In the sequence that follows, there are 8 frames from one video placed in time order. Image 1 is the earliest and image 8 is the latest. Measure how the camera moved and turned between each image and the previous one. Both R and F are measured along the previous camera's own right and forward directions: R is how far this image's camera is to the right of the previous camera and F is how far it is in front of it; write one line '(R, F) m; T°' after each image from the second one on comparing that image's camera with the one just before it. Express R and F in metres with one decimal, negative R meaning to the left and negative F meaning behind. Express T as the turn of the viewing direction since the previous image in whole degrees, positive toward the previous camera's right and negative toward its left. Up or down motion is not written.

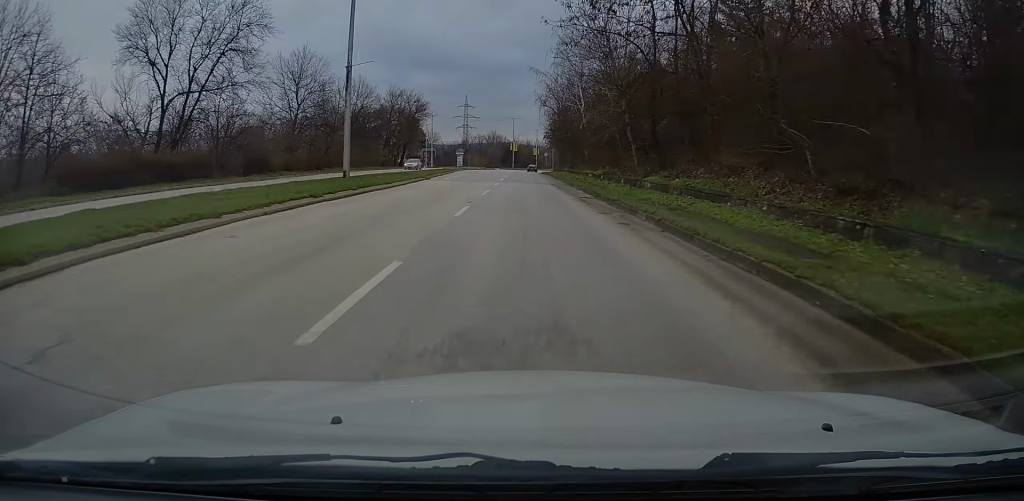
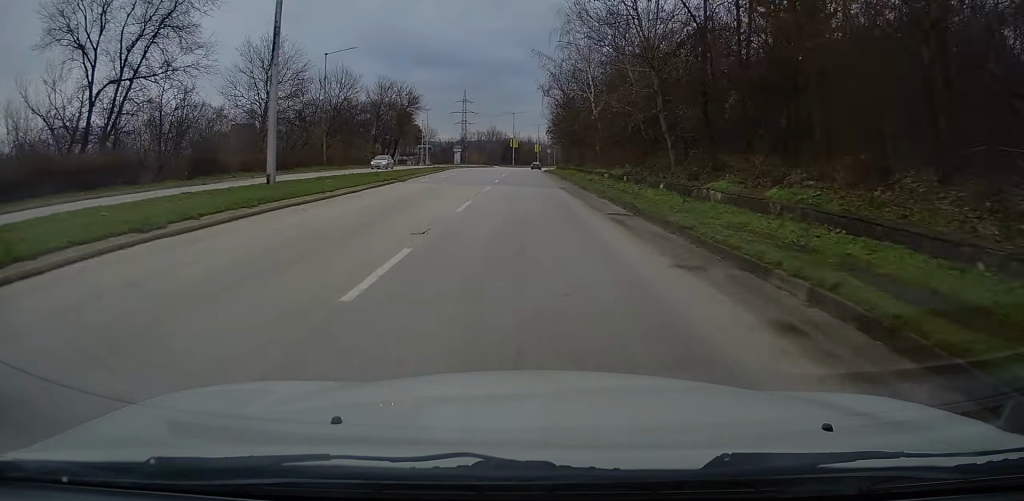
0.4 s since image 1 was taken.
(+0.1, +8.6) m; 0°
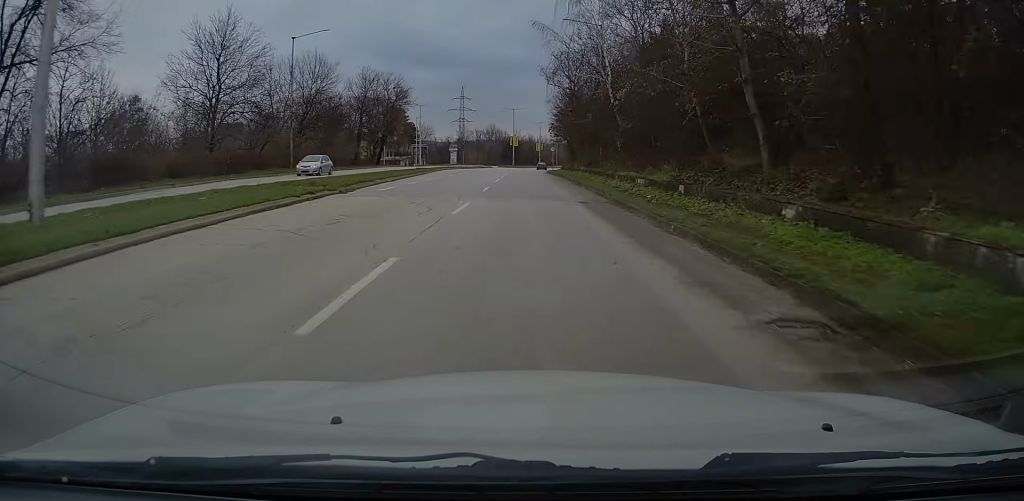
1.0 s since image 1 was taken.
(-0.2, +10.5) m; -1°
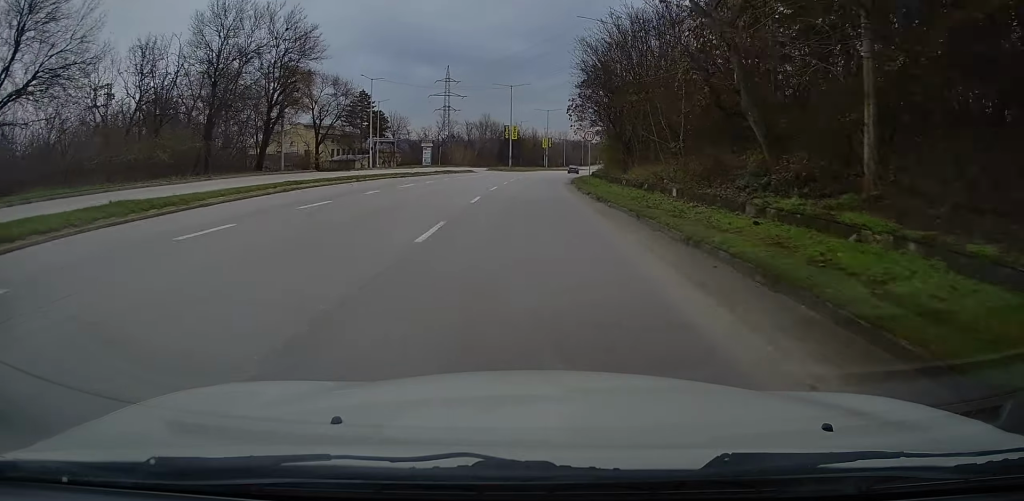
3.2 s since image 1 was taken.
(-0.6, +44.3) m; 0°
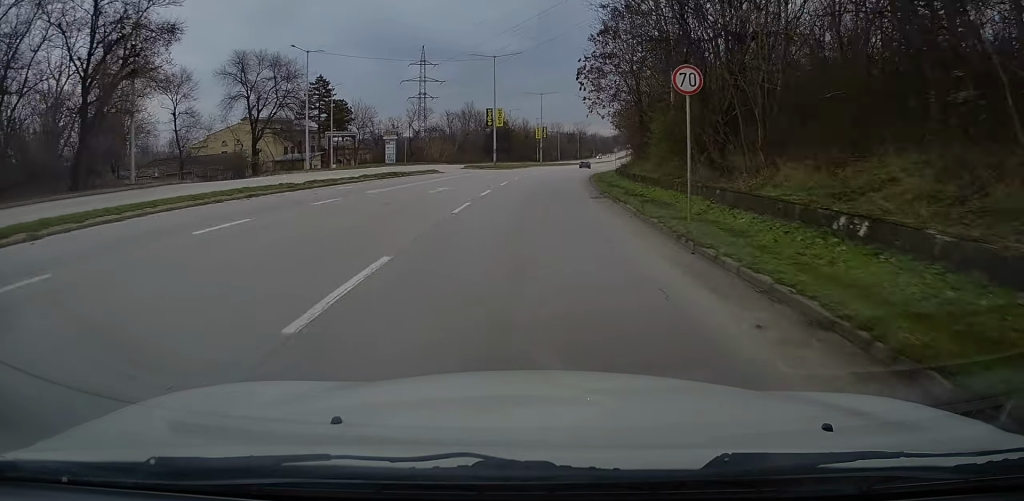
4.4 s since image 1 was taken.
(+0.5, +23.0) m; 0°
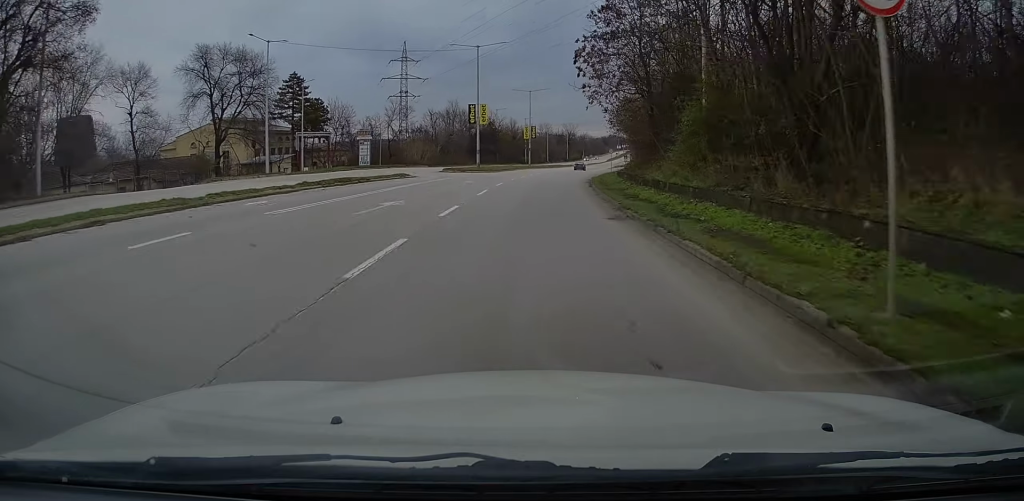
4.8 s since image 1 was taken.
(-0.1, +7.6) m; 0°
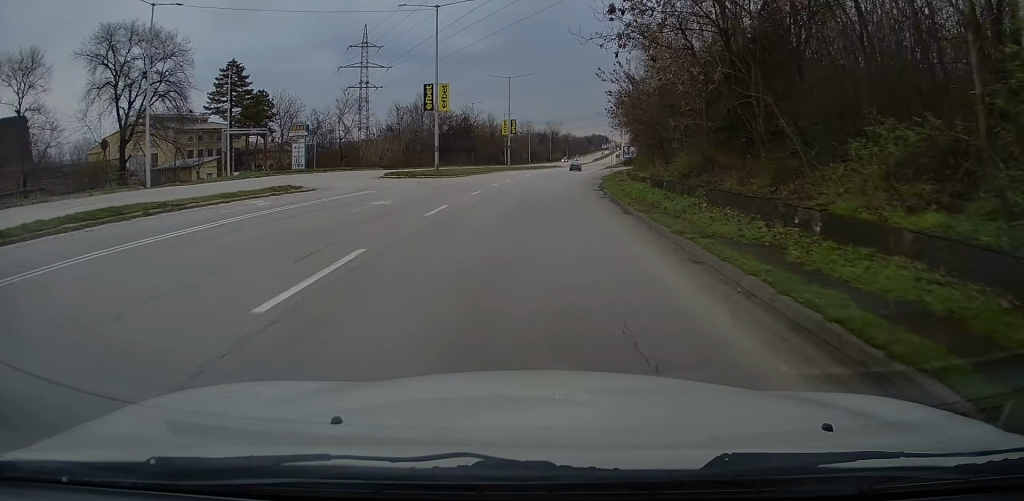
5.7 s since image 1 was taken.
(-0.1, +17.1) m; +2°
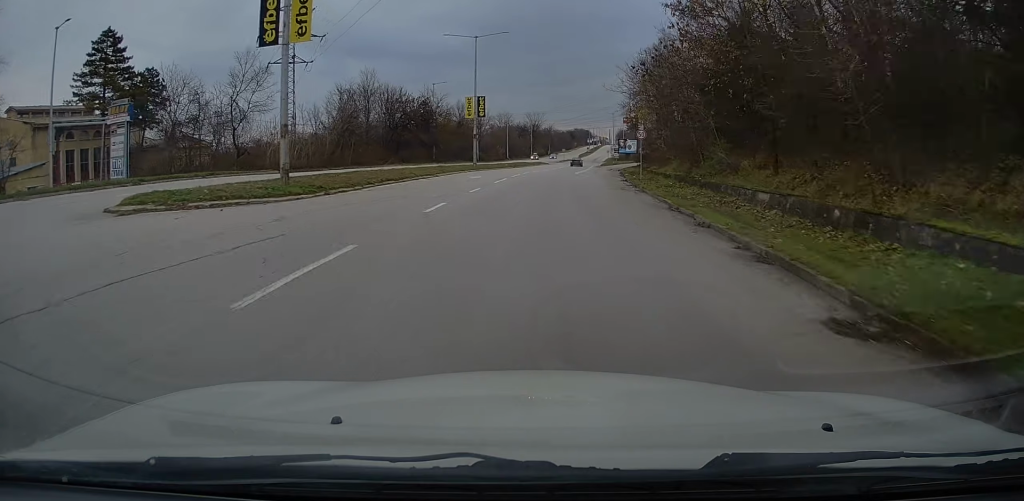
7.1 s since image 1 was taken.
(+1.0, +26.5) m; +3°
